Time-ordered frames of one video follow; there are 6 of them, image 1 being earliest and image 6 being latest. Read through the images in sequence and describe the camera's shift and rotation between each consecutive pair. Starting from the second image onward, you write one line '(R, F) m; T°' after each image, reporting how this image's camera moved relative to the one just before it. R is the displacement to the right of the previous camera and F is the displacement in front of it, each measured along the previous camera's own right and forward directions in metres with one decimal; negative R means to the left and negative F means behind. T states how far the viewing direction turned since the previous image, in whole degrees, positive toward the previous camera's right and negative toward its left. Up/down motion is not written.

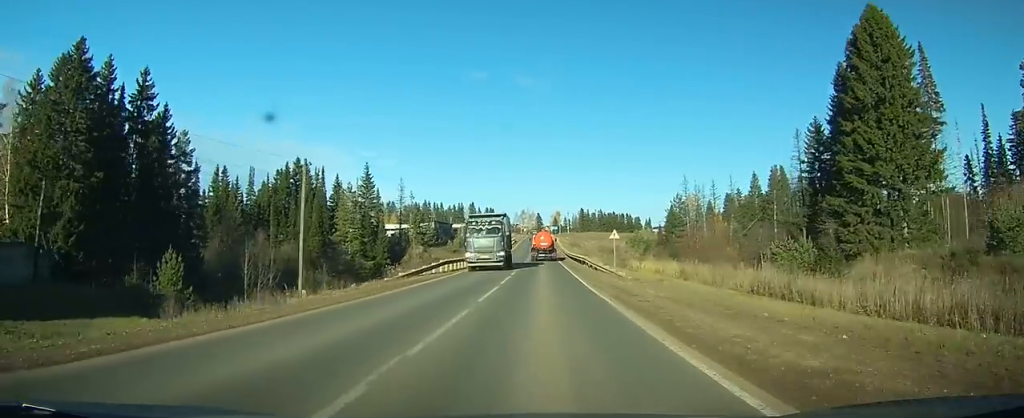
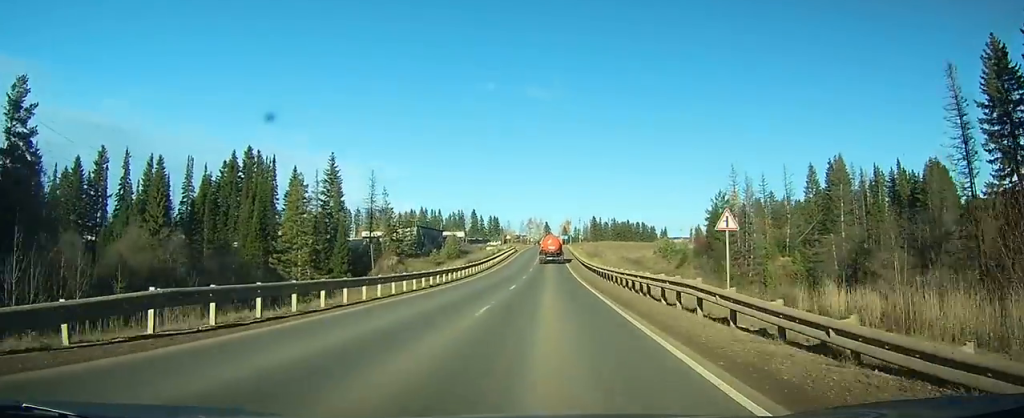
(-0.1, +30.4) m; 0°
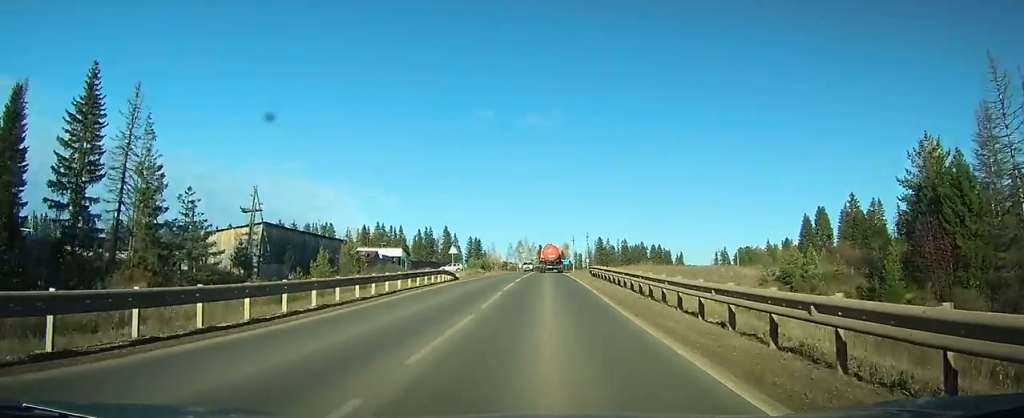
(-0.2, +69.1) m; 0°
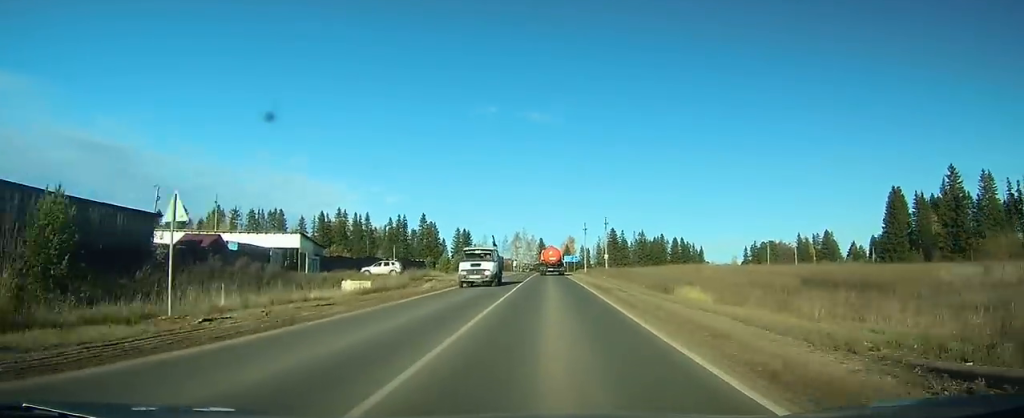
(+0.1, +44.7) m; 0°
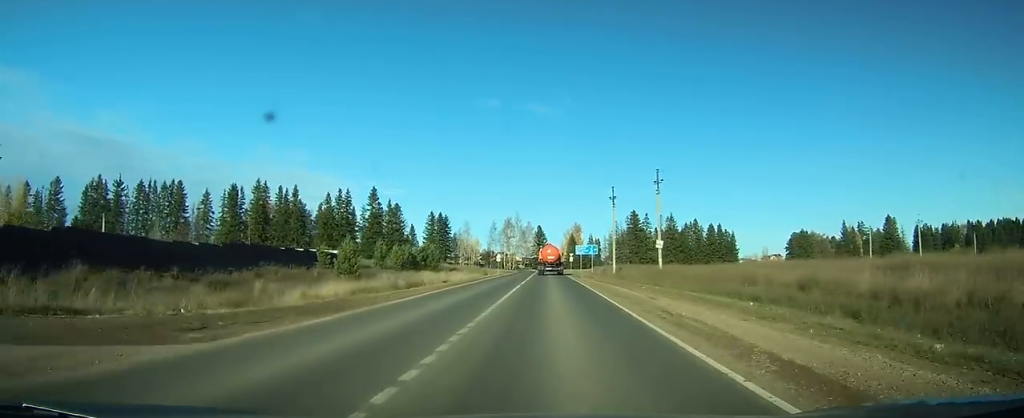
(-0.1, +52.7) m; 0°
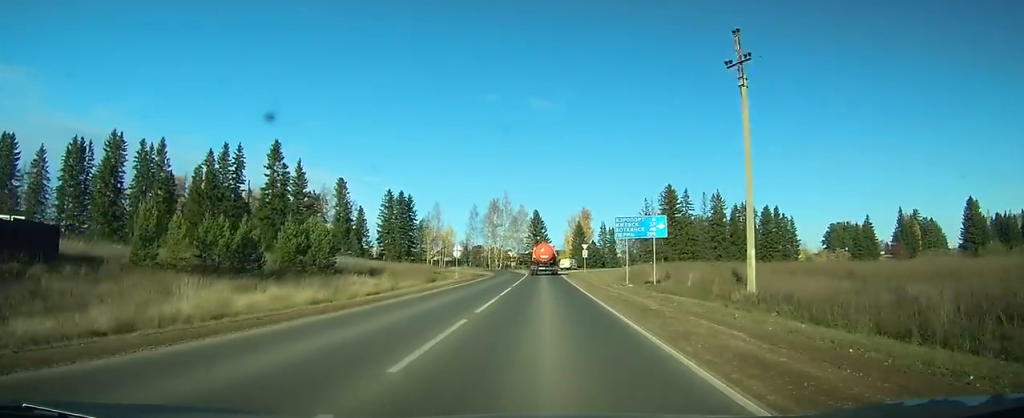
(+0.2, +49.8) m; 0°
